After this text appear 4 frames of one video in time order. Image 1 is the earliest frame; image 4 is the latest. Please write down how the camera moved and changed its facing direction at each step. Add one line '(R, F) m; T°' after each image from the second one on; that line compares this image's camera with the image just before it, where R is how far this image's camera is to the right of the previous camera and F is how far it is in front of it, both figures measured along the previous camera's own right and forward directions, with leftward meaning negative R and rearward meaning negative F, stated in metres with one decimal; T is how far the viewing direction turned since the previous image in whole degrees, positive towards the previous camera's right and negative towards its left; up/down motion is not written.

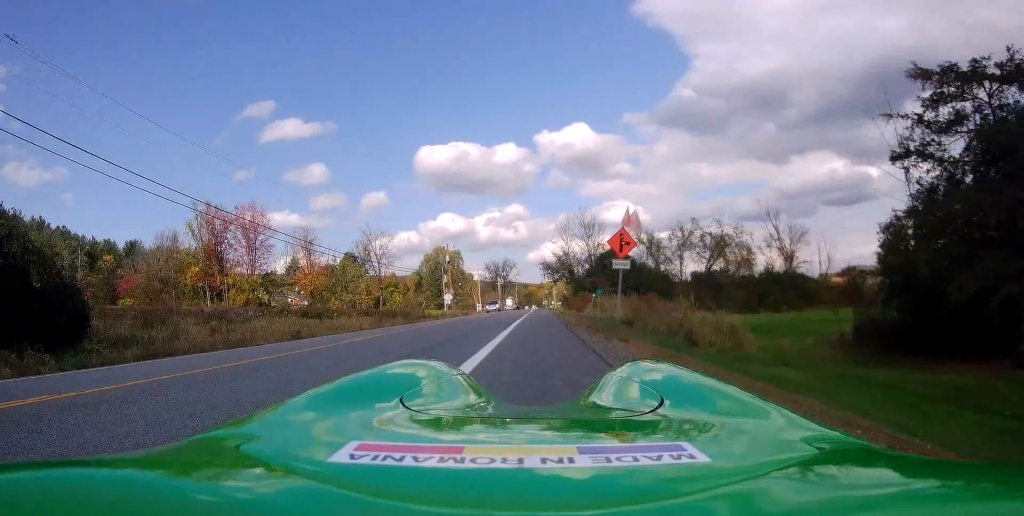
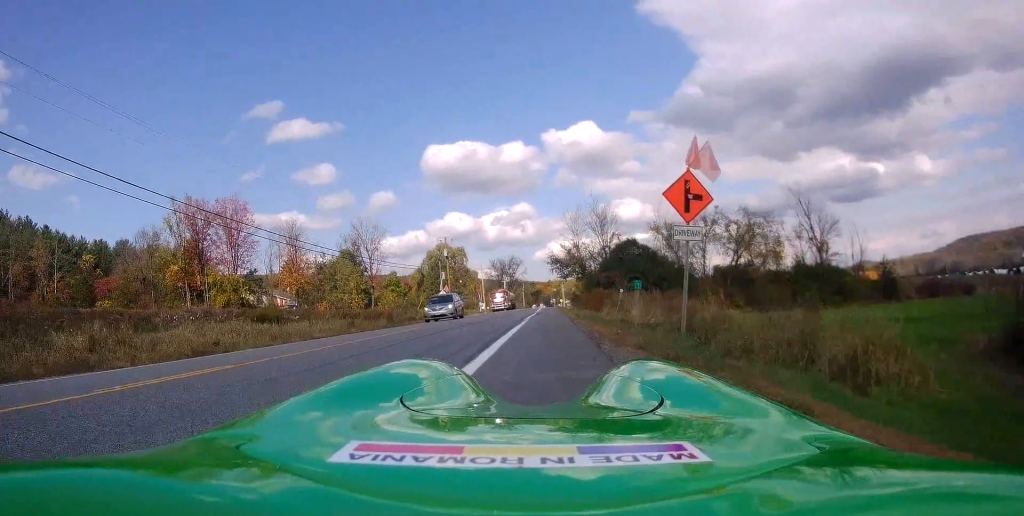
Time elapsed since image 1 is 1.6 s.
(0.0, +8.0) m; 0°
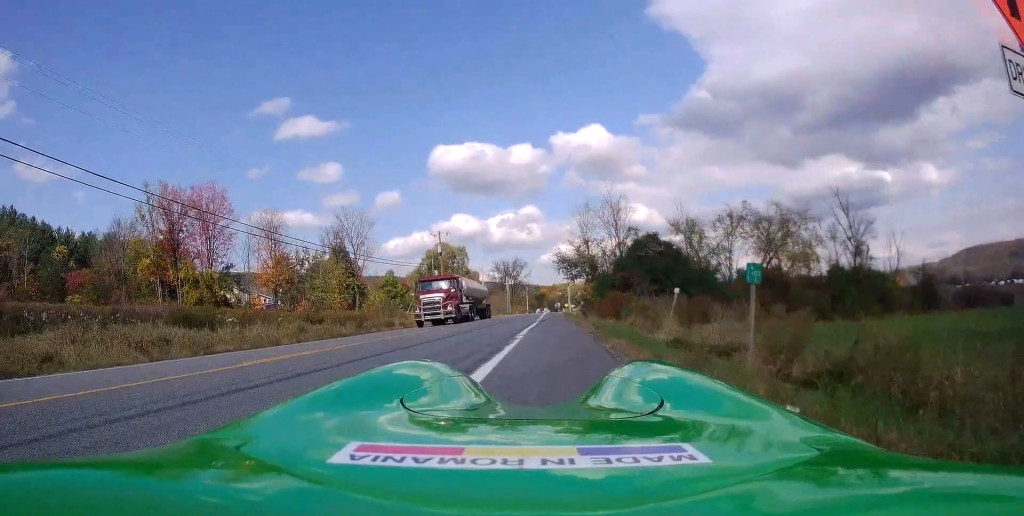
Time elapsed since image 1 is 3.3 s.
(0.0, +8.5) m; -4°
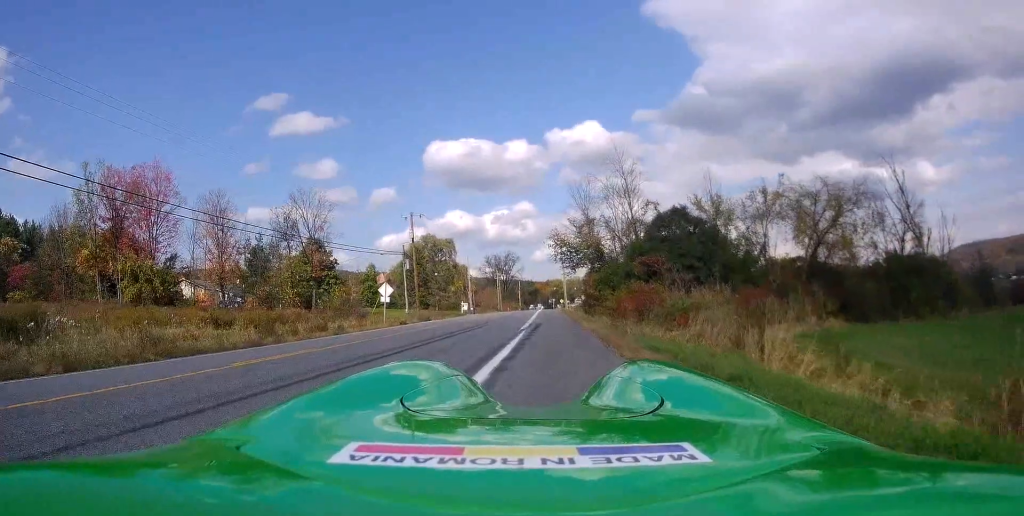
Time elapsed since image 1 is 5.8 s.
(0.0, +12.3) m; +4°
